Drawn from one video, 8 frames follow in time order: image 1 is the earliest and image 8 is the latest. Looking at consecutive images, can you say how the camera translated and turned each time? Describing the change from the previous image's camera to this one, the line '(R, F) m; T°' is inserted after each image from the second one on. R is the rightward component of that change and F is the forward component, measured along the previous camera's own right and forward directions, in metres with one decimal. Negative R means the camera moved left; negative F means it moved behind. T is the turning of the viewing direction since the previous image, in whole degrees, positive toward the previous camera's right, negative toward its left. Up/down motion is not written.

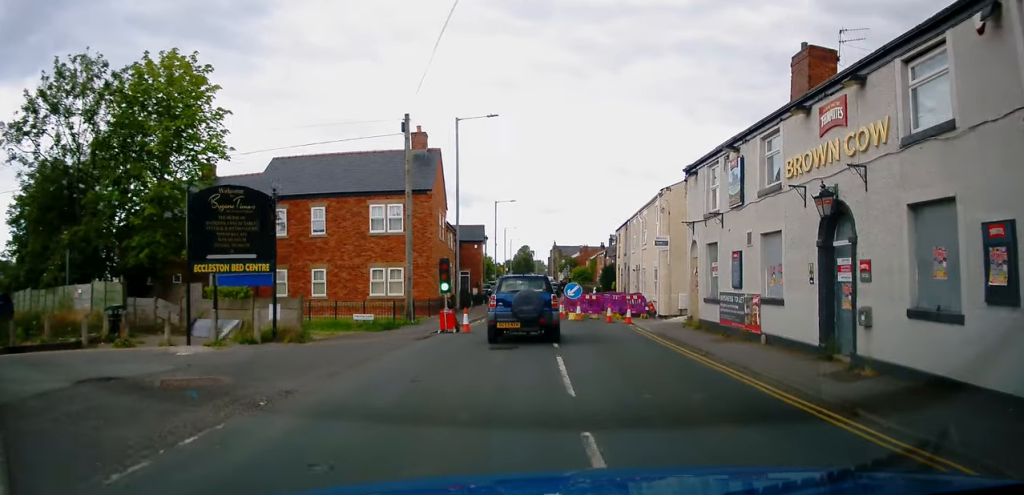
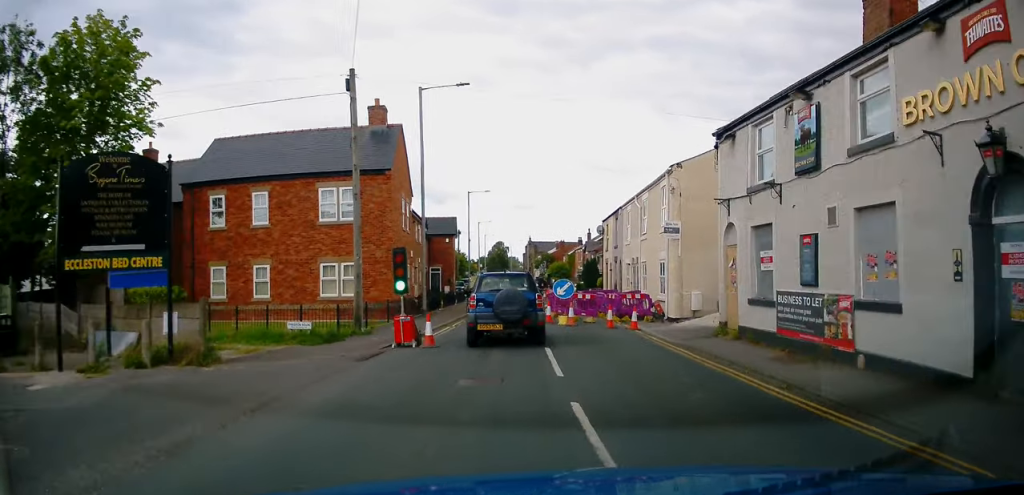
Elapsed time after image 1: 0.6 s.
(+0.2, +4.8) m; +3°
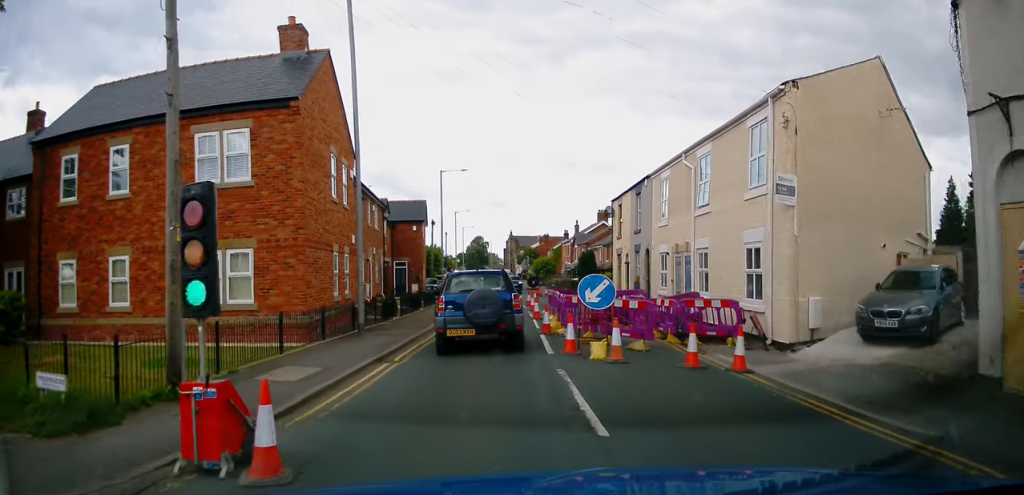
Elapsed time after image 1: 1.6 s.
(+0.3, +9.2) m; +1°
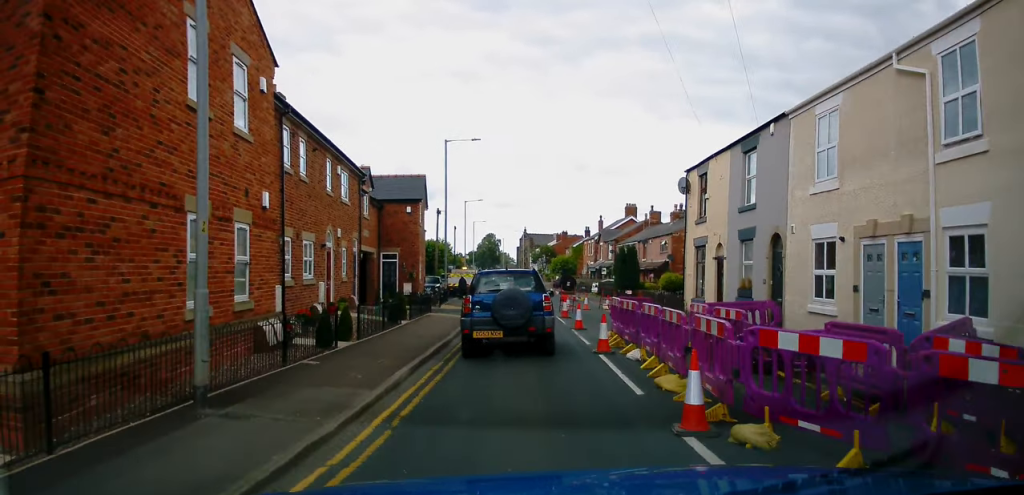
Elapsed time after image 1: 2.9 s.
(-0.2, +10.1) m; 0°
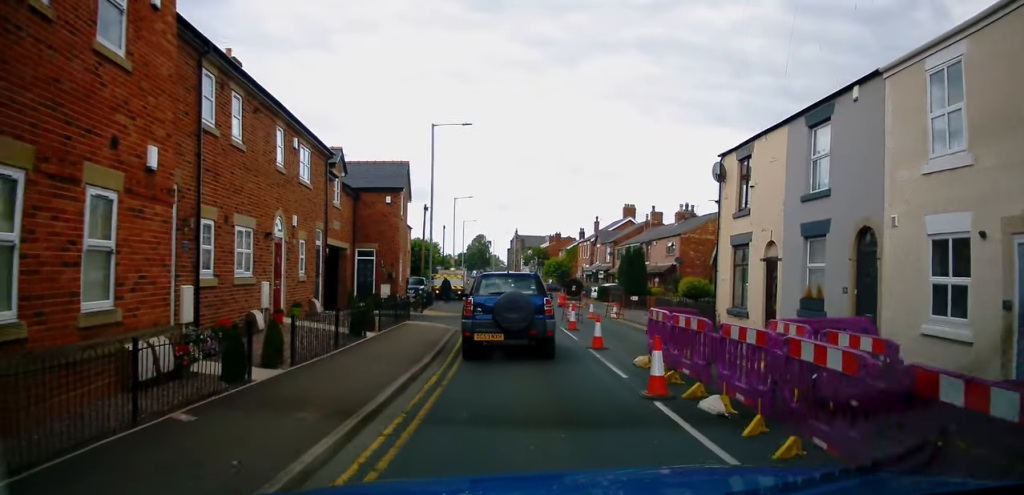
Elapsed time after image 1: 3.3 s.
(+0.1, +4.0) m; +2°
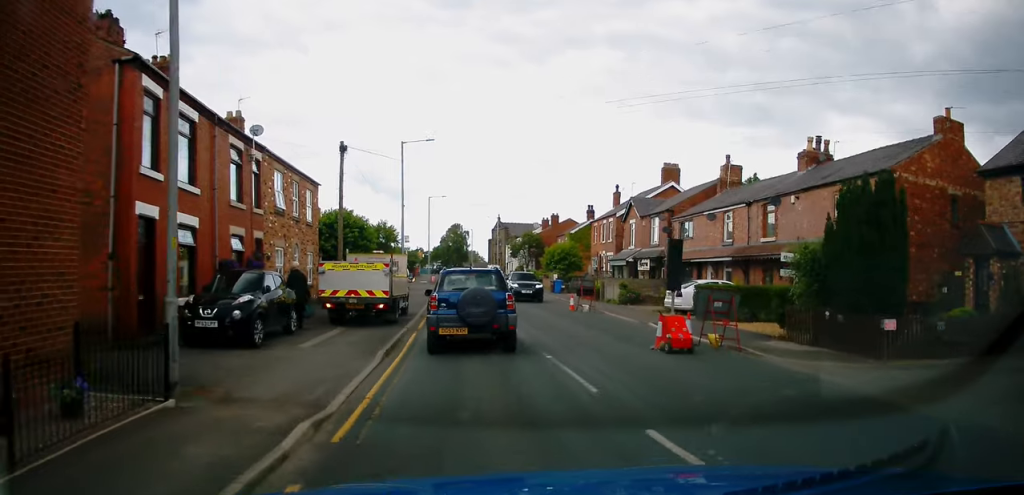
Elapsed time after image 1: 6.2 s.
(+0.4, +25.1) m; 0°
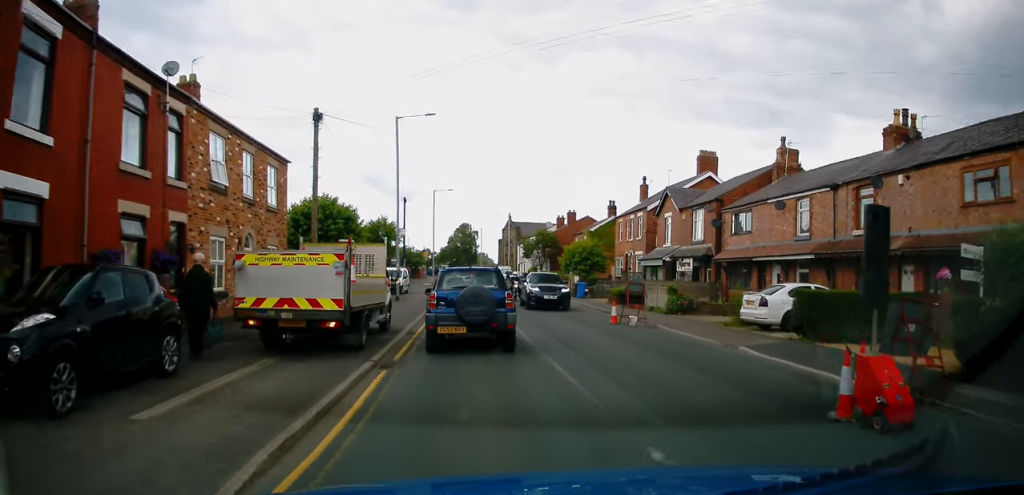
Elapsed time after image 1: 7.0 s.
(0.0, +6.7) m; 0°
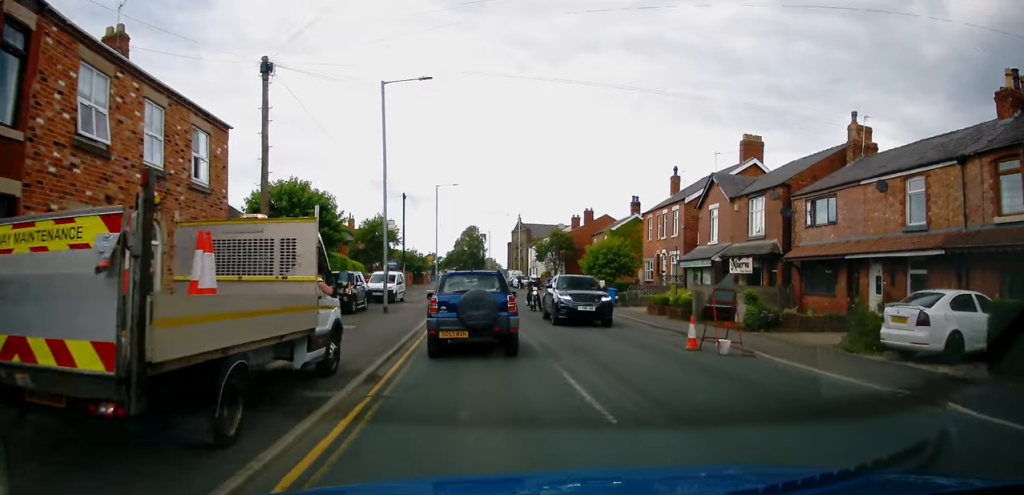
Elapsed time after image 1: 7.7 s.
(0.0, +6.7) m; -1°
